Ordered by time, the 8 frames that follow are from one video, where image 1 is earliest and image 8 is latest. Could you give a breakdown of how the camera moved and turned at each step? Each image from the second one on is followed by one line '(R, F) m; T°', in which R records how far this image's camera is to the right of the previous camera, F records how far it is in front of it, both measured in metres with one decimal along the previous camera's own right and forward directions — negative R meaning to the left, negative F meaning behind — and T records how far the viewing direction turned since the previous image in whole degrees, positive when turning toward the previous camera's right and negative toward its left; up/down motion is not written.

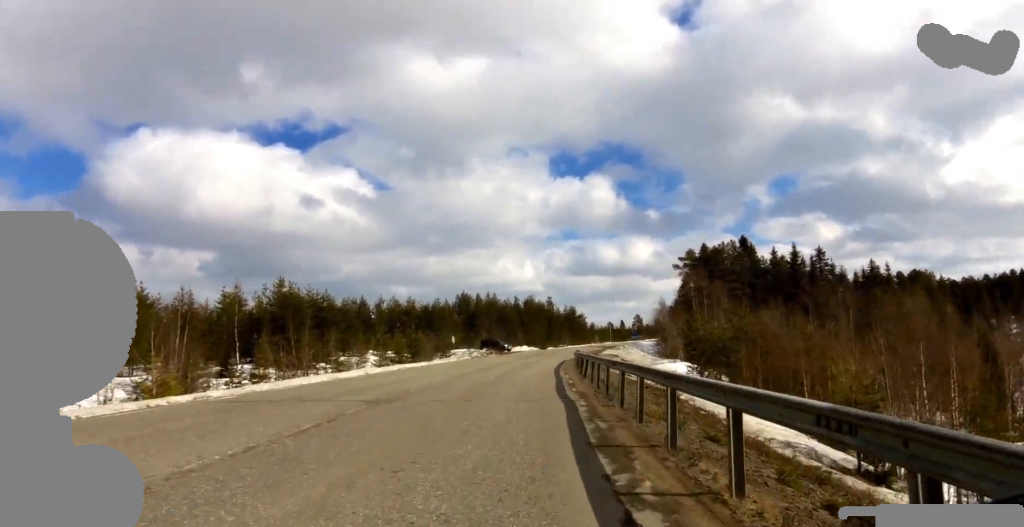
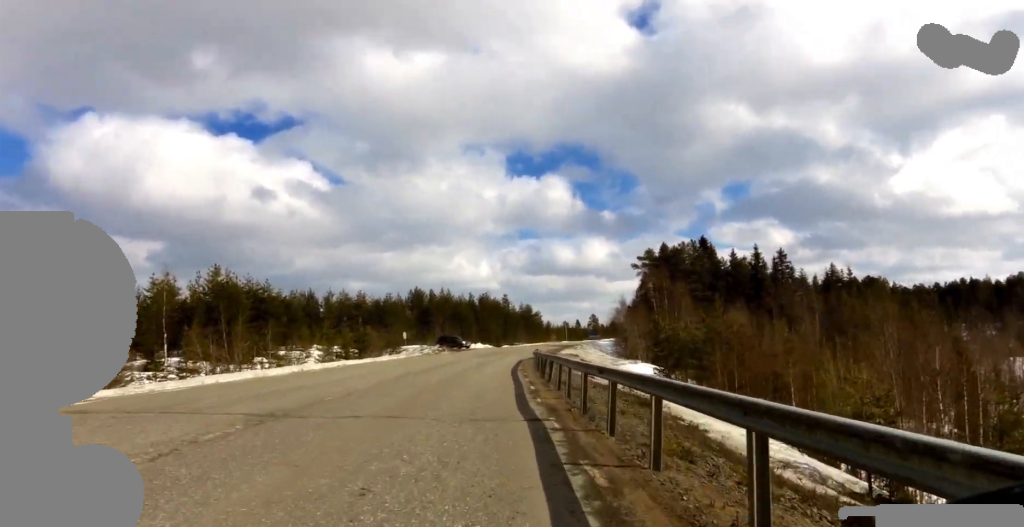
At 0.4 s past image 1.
(0.0, +3.1) m; 0°
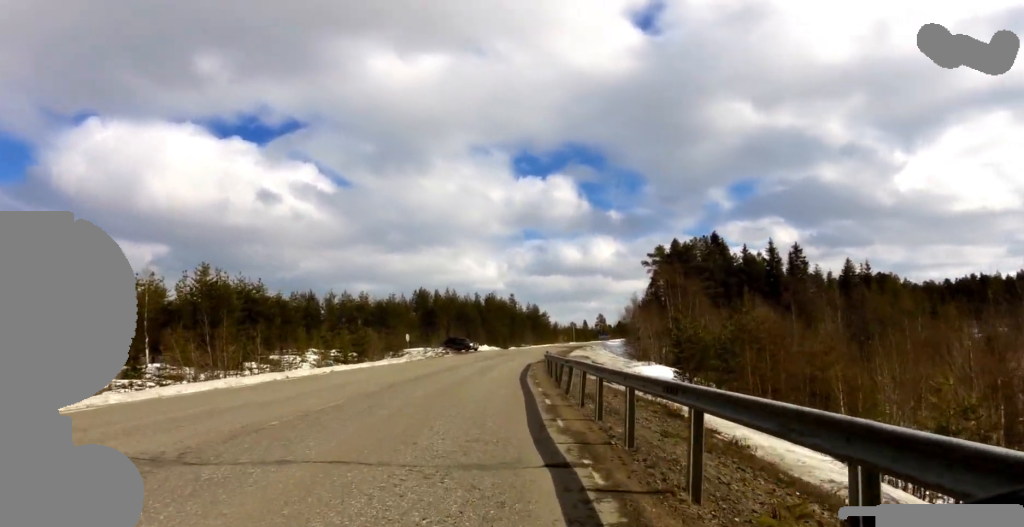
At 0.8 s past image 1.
(0.0, +2.8) m; 0°
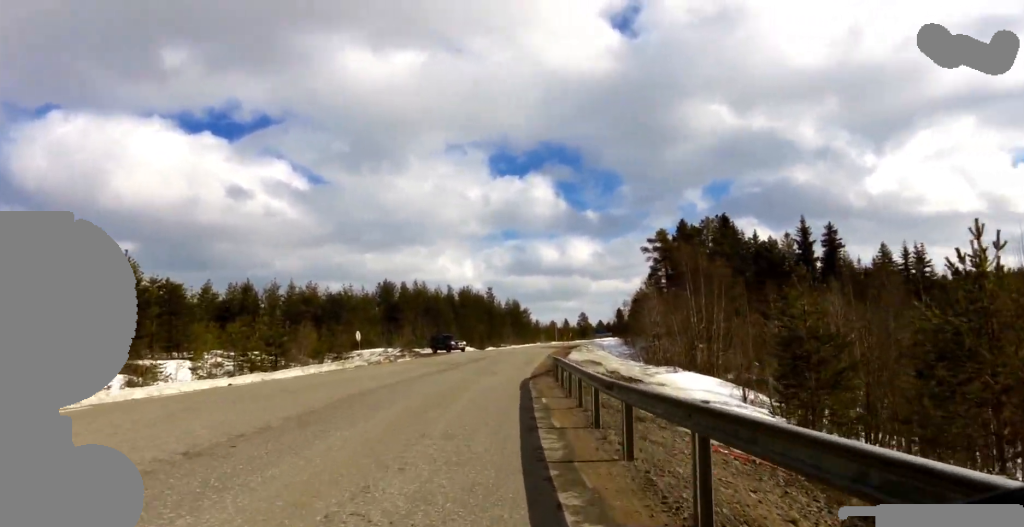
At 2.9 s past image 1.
(+0.8, +14.9) m; -2°
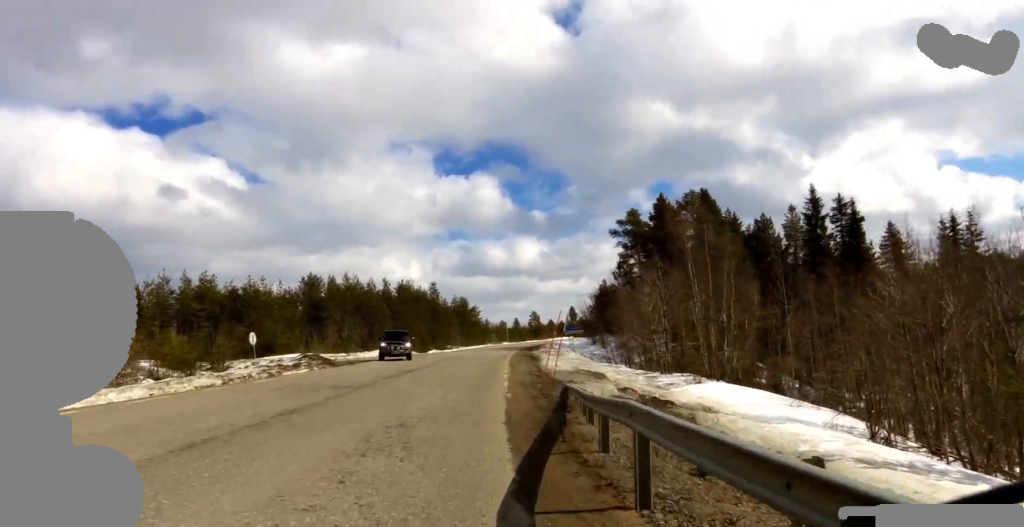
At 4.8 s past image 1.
(-0.3, +13.7) m; +7°
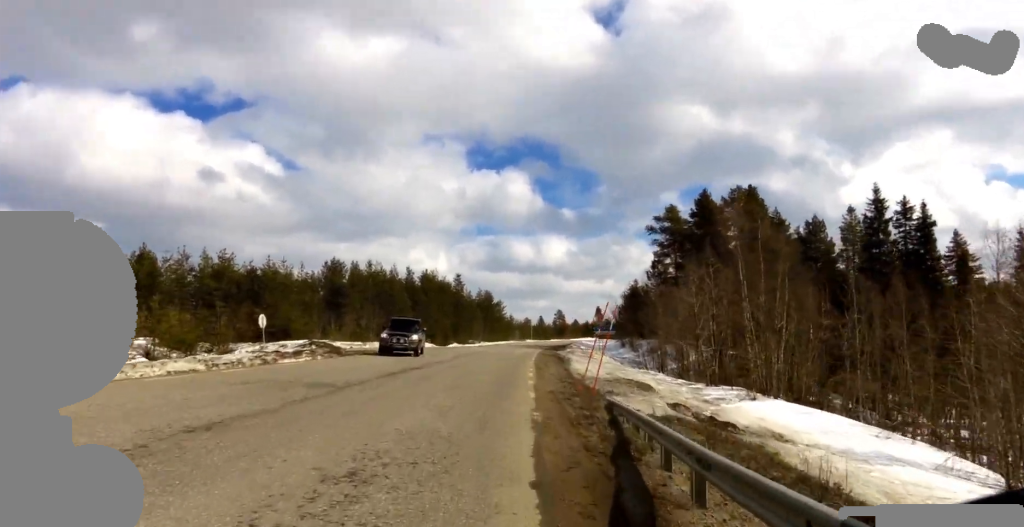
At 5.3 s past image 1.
(+0.1, +3.6) m; +2°
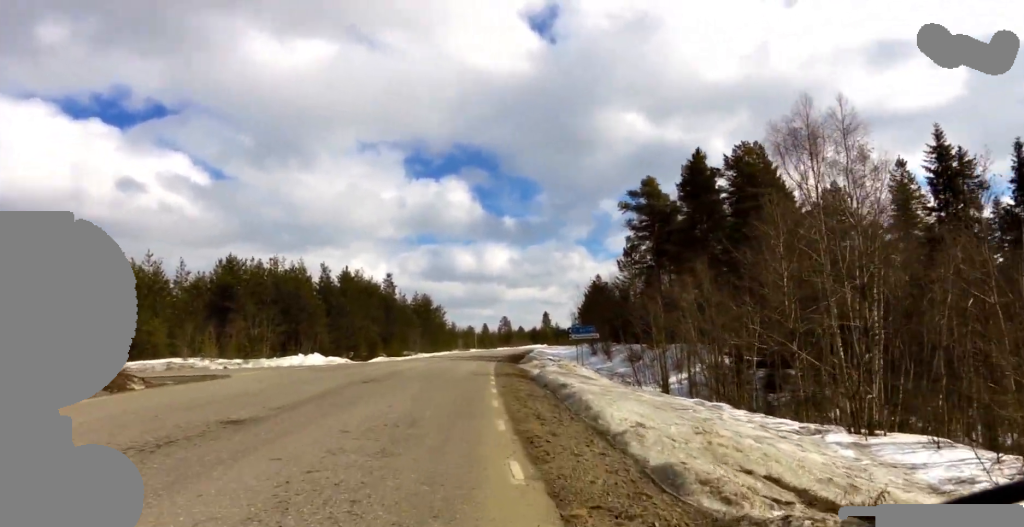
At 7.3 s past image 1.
(+0.2, +14.5) m; +1°
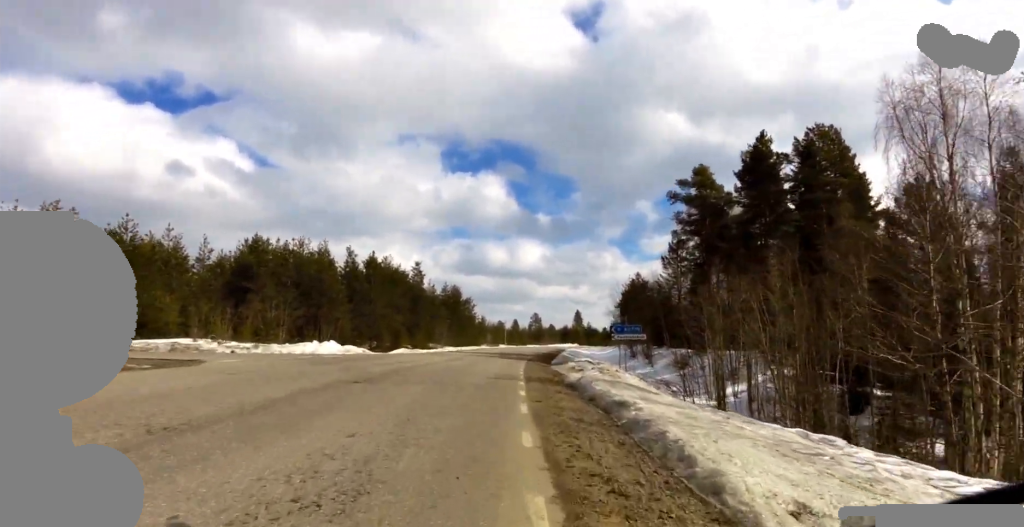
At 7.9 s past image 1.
(0.0, +4.2) m; 0°
